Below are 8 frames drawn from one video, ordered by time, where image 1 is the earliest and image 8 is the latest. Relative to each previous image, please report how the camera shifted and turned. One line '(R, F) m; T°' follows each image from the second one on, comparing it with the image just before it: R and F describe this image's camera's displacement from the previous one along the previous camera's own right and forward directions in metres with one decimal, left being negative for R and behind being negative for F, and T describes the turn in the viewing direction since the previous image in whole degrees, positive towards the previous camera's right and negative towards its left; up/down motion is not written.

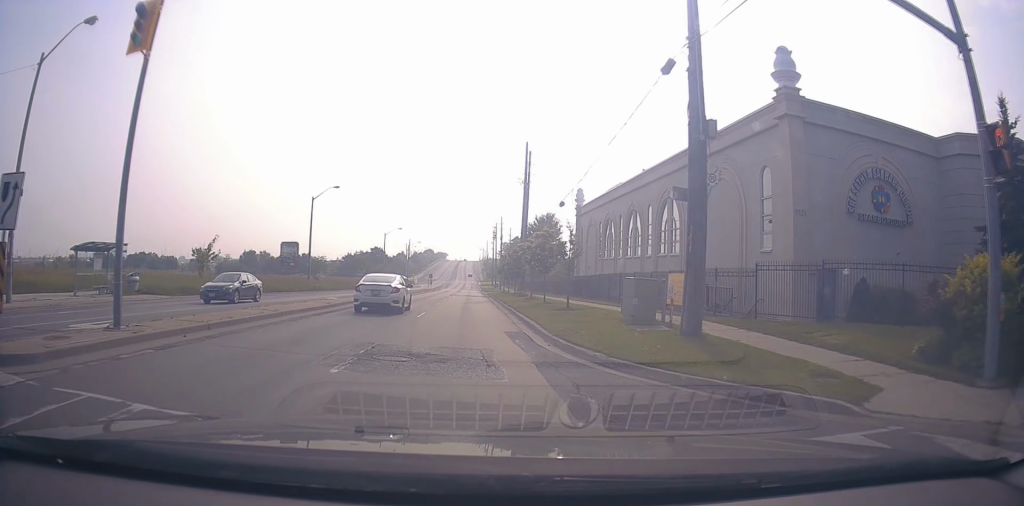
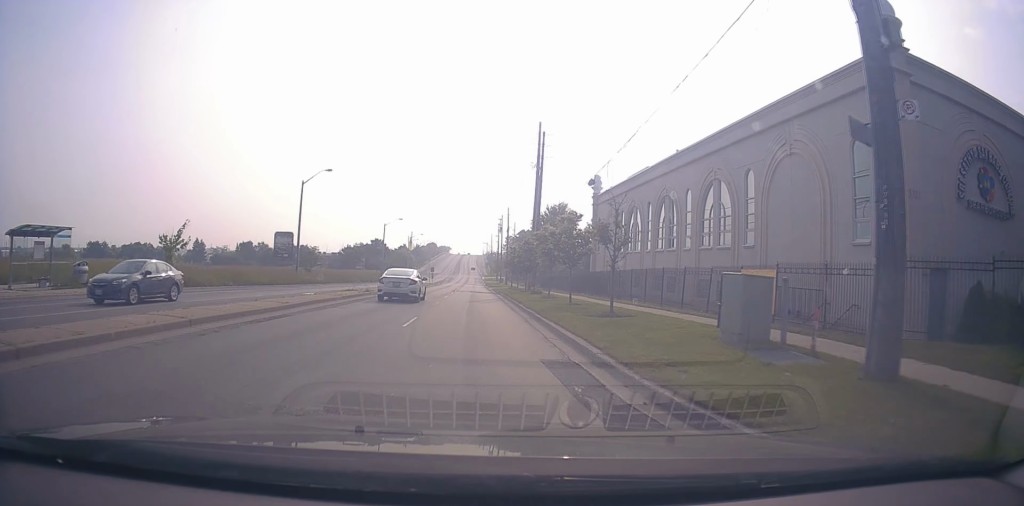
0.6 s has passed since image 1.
(-0.1, +6.2) m; +1°
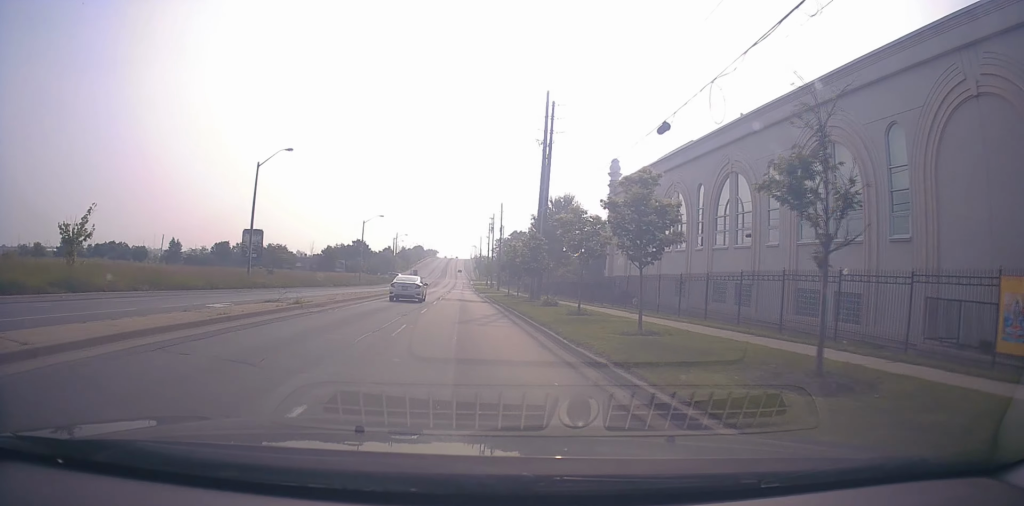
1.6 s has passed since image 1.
(+0.3, +10.8) m; +3°
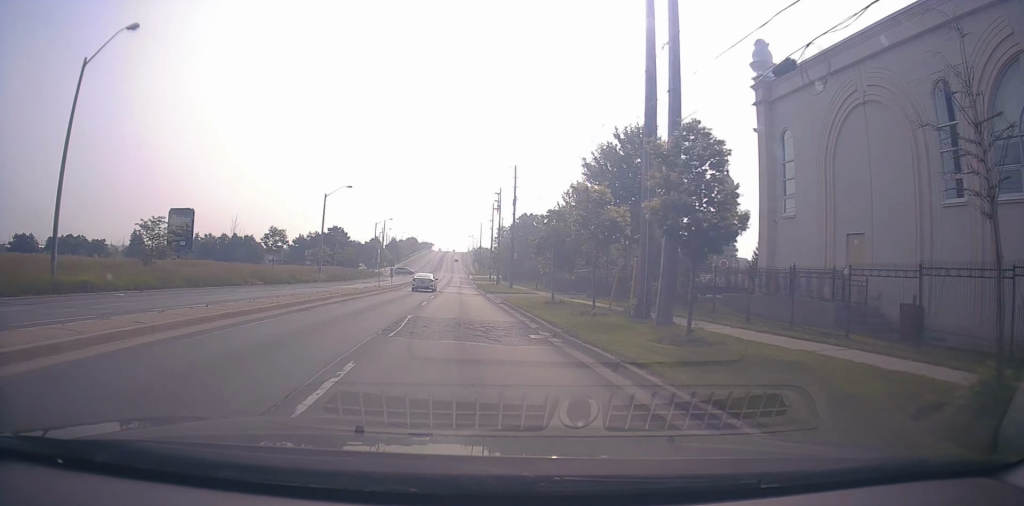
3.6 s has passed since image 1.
(+0.7, +25.6) m; +3°
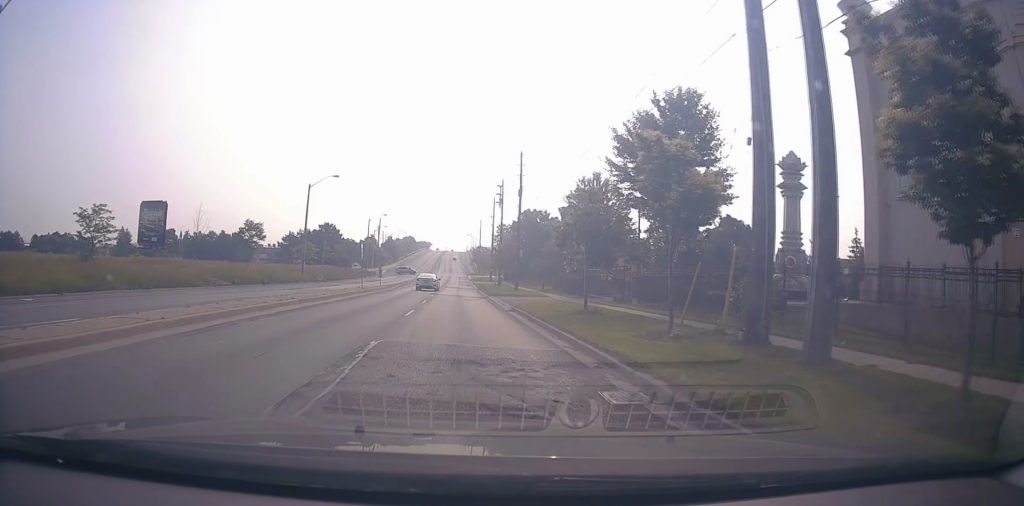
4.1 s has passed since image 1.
(+0.2, +6.9) m; +2°
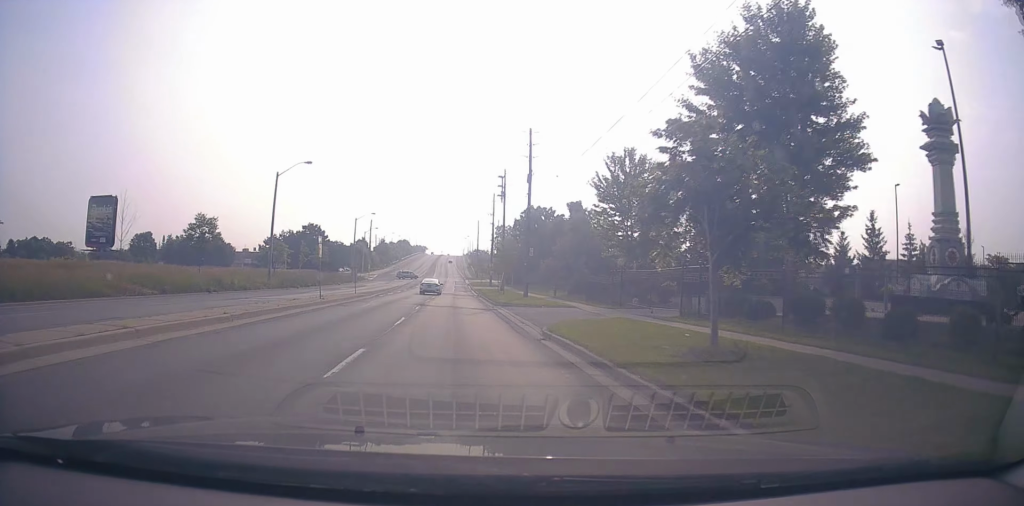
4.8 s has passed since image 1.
(+0.2, +10.0) m; 0°
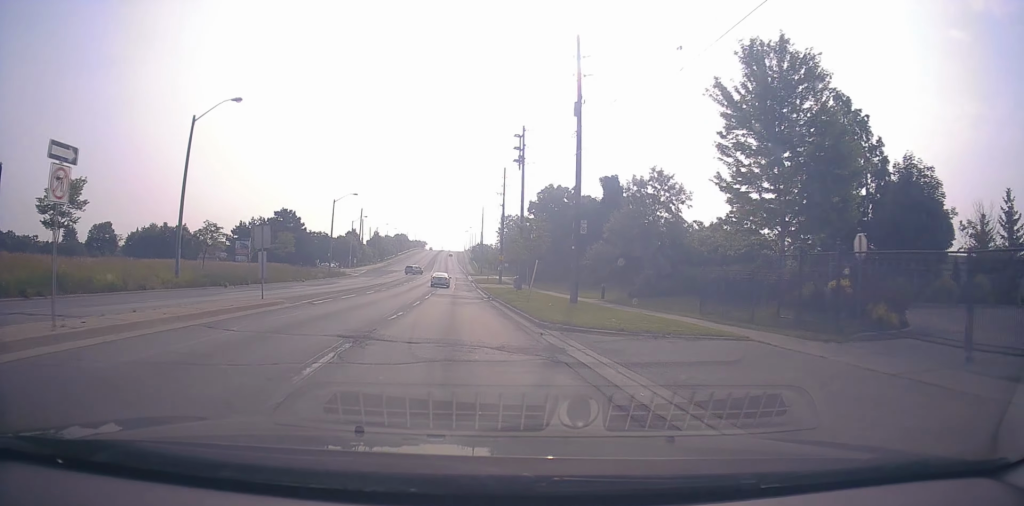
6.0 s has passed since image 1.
(-0.3, +17.9) m; -2°
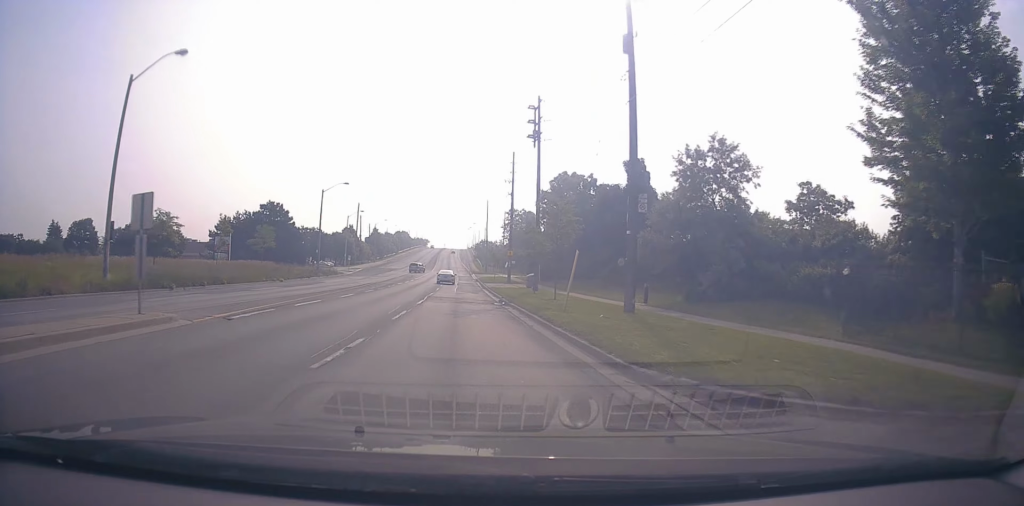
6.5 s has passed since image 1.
(-0.1, +8.2) m; 0°
